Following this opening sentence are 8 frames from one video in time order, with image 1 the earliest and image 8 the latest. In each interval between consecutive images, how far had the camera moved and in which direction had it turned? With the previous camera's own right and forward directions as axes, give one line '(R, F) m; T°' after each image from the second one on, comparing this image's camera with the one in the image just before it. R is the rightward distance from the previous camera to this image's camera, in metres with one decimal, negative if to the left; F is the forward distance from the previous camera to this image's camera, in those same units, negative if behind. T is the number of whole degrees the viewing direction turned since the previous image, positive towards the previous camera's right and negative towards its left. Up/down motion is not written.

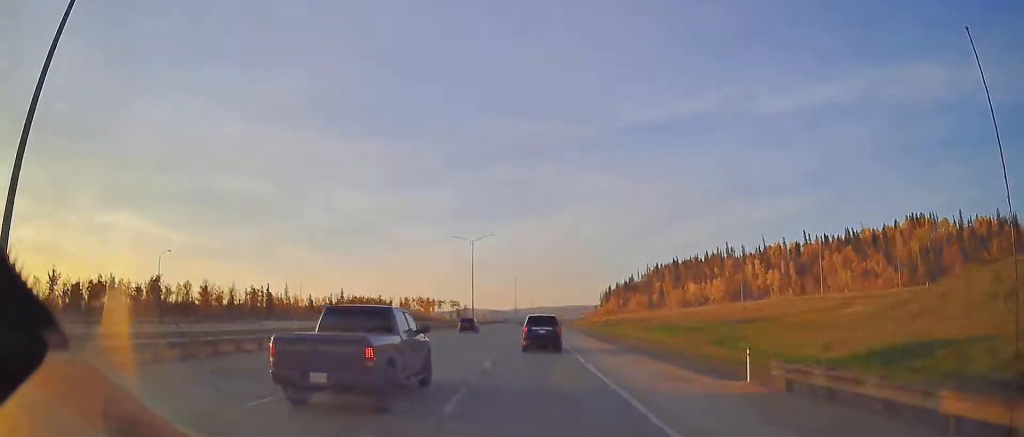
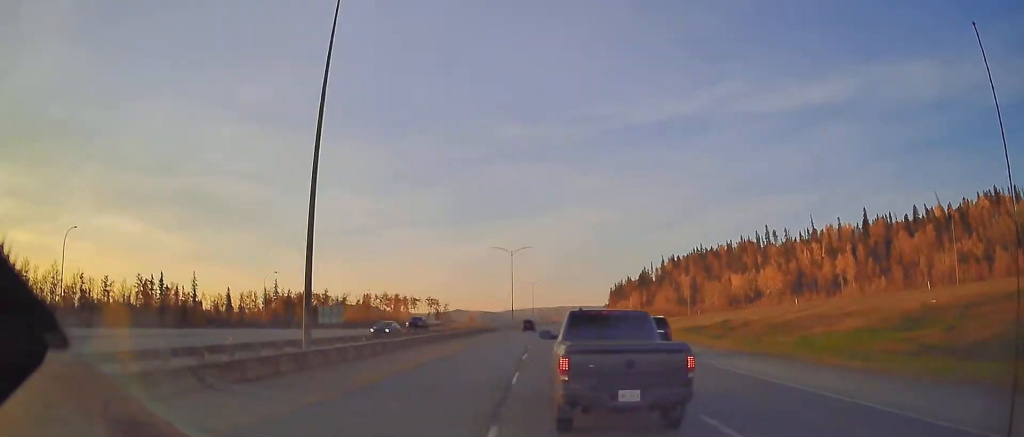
(+0.7, +95.1) m; +2°
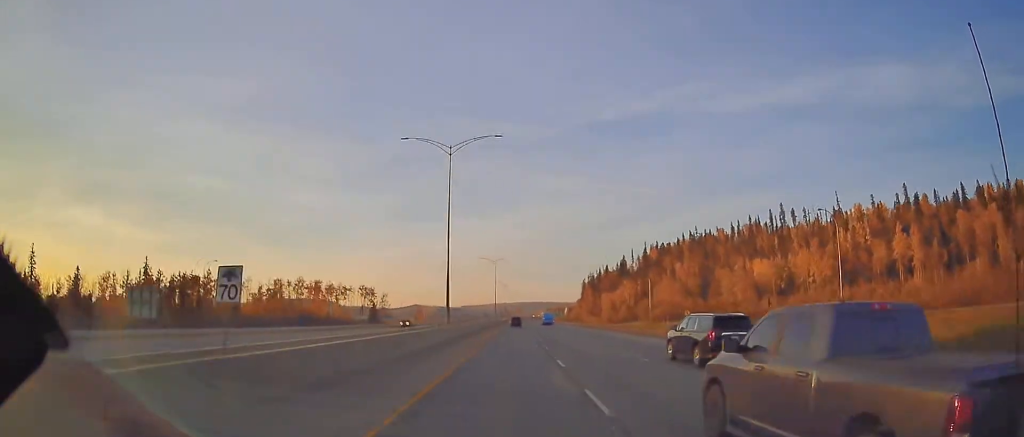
(+1.8, +76.6) m; +3°
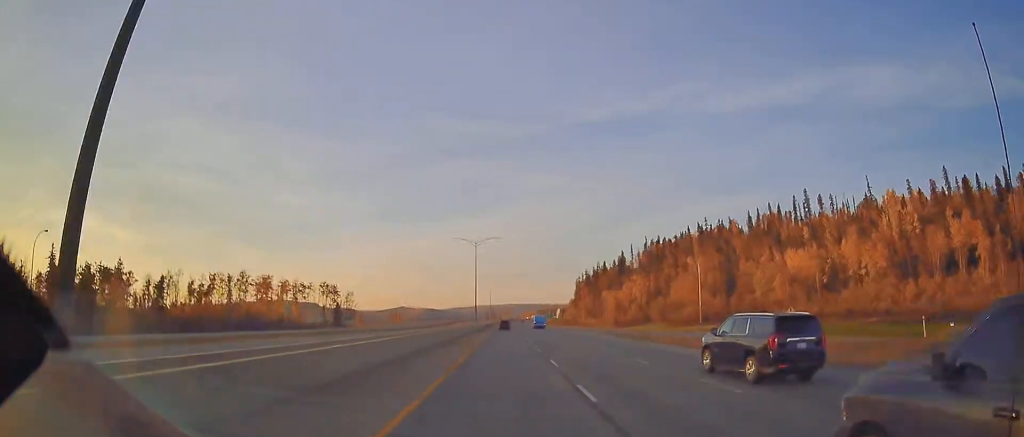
(+0.9, +43.0) m; +1°
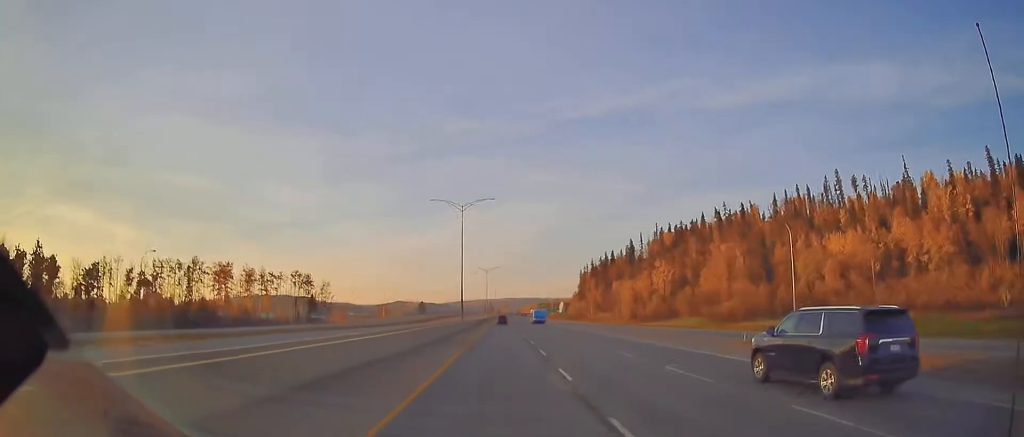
(+0.3, +32.3) m; +1°
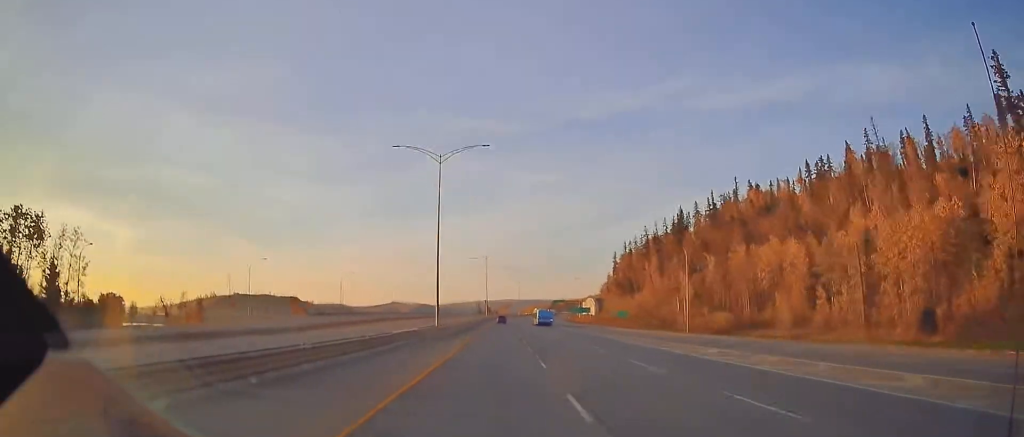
(-0.1, +142.3) m; 0°
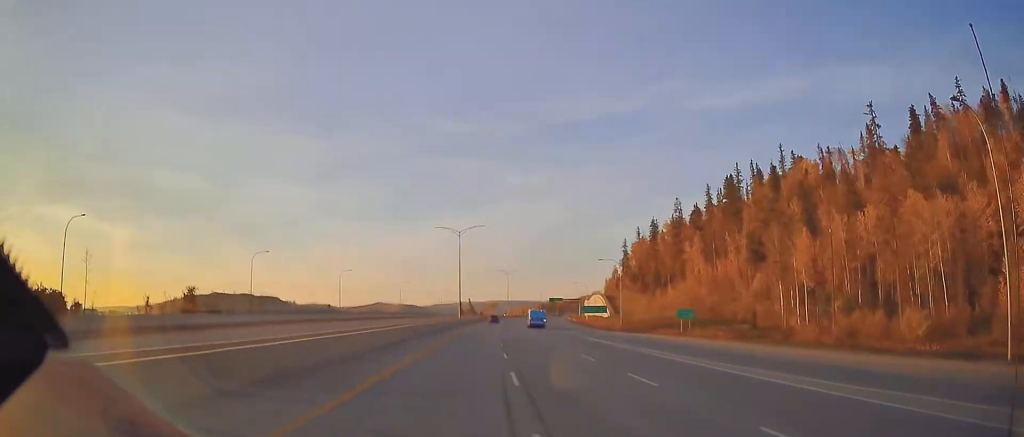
(+0.4, +57.5) m; +1°
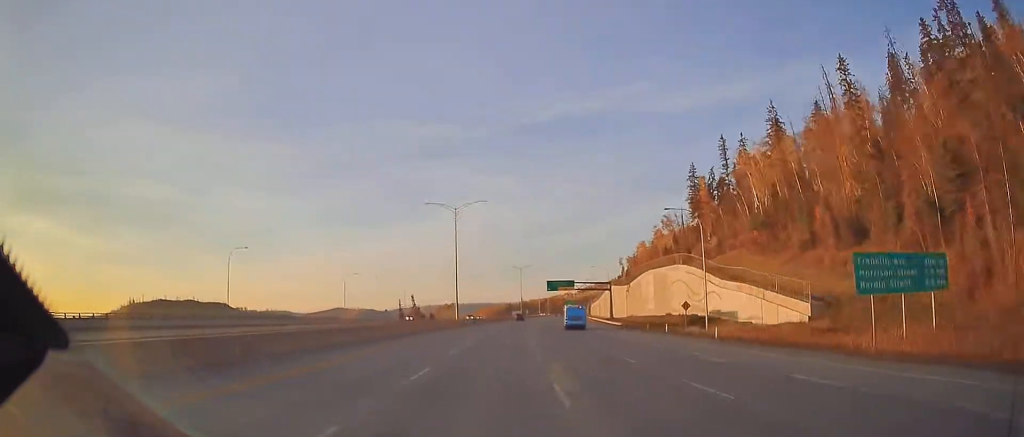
(+3.2, +130.3) m; +4°
